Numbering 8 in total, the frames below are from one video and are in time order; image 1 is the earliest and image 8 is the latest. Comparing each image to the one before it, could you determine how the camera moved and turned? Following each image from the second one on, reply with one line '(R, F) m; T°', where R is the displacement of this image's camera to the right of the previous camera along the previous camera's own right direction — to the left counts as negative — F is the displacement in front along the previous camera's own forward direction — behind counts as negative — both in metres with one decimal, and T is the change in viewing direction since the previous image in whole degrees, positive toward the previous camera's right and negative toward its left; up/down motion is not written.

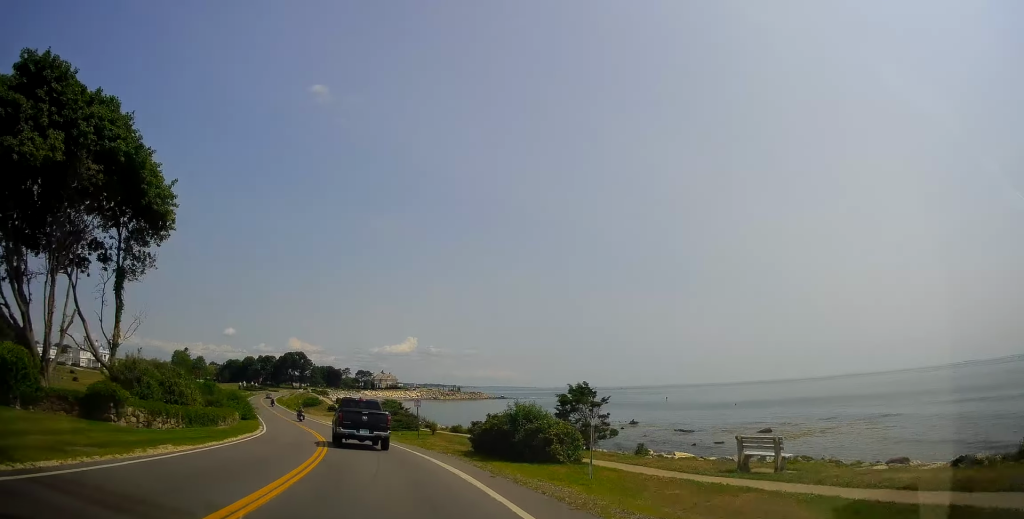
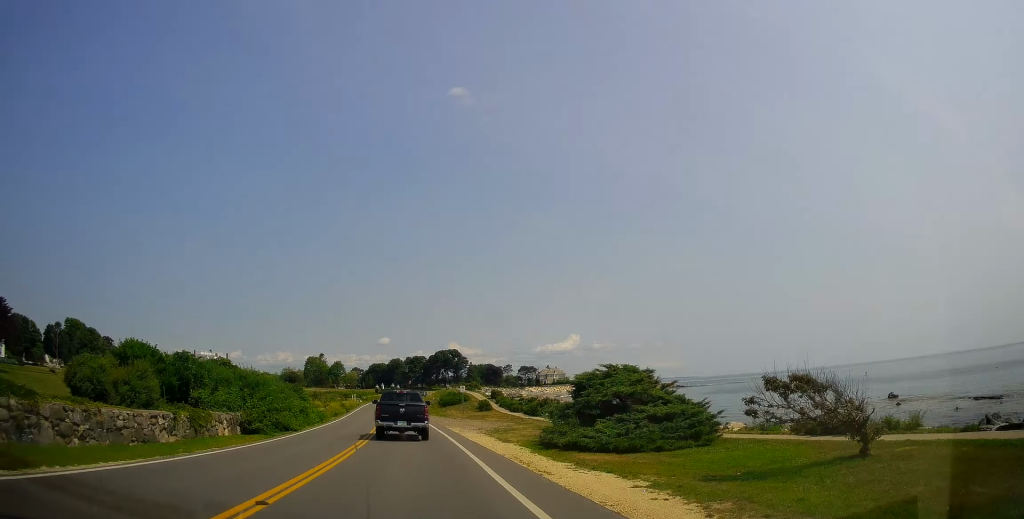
(-4.5, +33.4) m; -15°
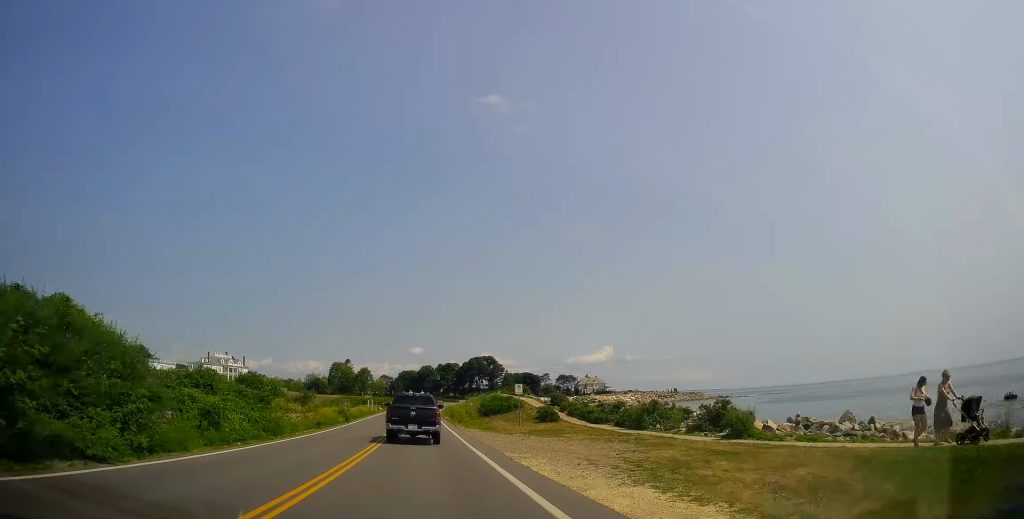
(-0.7, +16.1) m; -4°
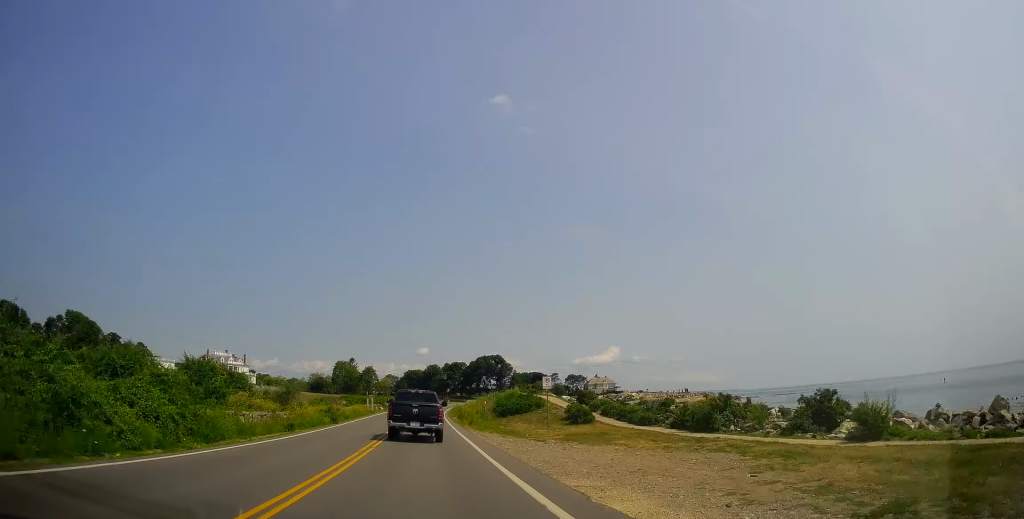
(-0.1, +7.0) m; -1°
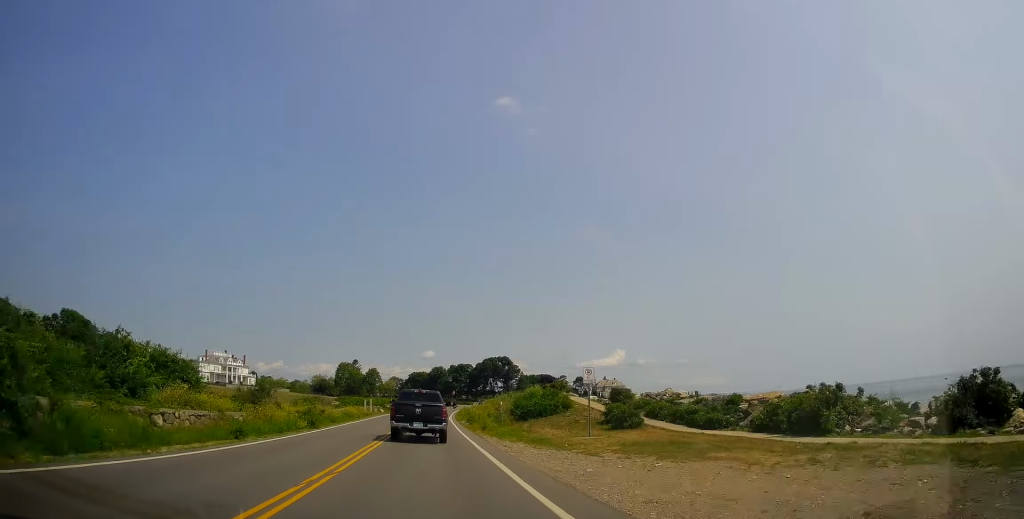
(0.0, +6.9) m; -1°
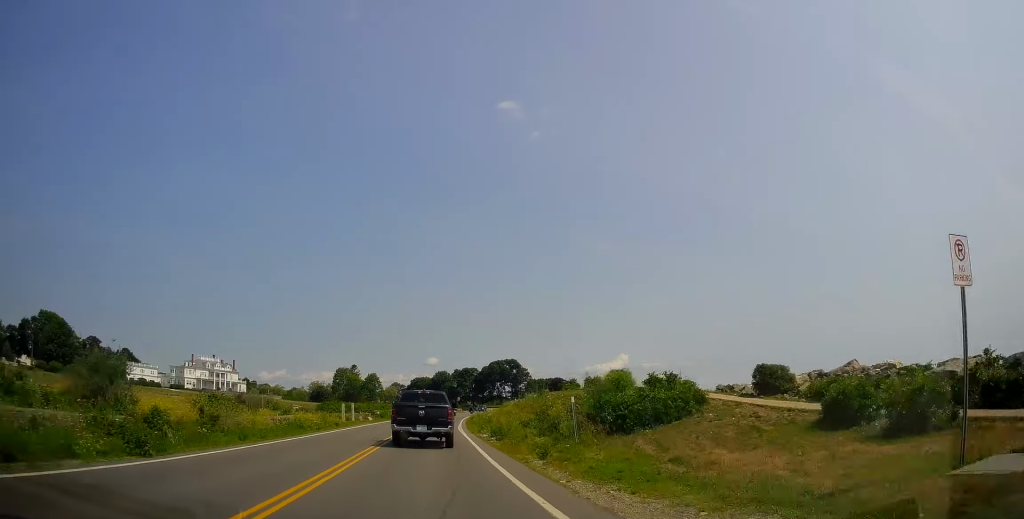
(-0.3, +17.7) m; -1°
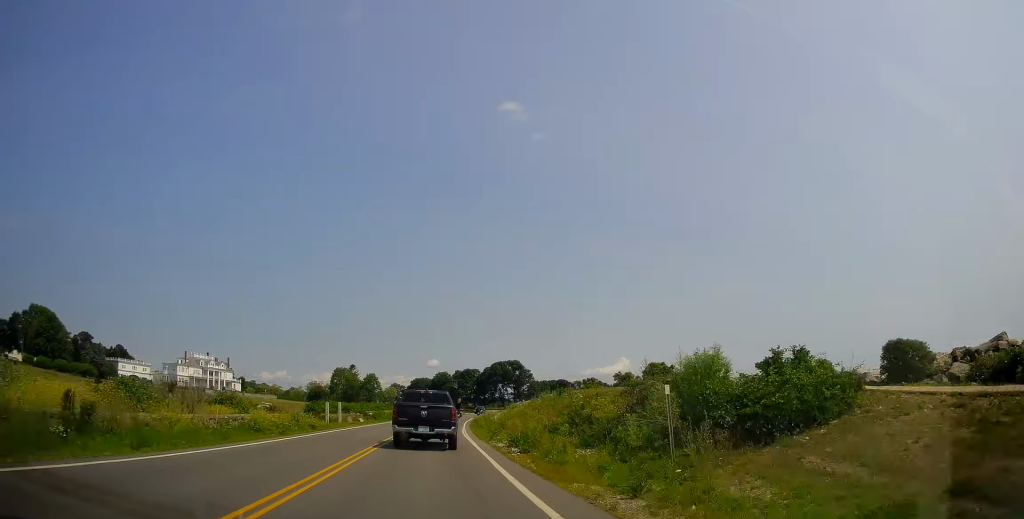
(0.0, +7.6) m; 0°
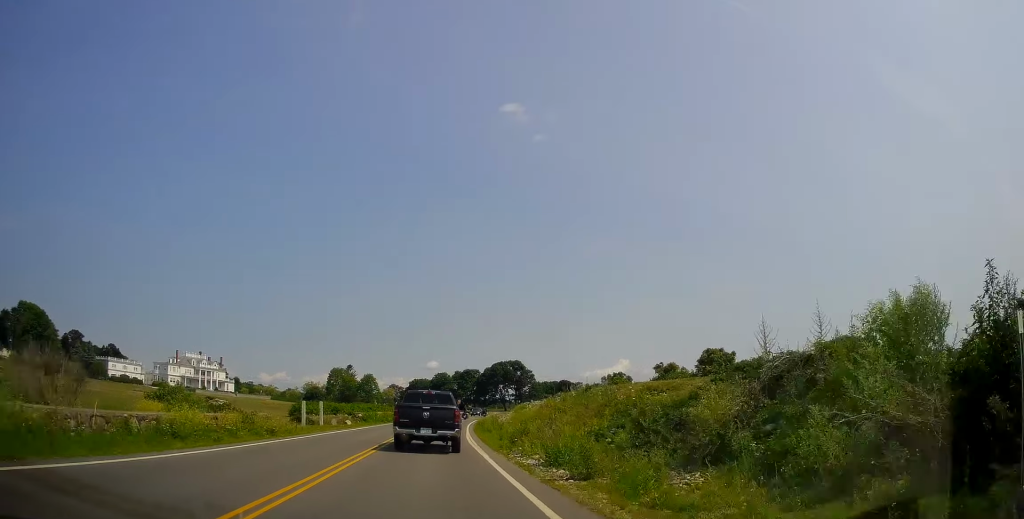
(0.0, +8.2) m; 0°
